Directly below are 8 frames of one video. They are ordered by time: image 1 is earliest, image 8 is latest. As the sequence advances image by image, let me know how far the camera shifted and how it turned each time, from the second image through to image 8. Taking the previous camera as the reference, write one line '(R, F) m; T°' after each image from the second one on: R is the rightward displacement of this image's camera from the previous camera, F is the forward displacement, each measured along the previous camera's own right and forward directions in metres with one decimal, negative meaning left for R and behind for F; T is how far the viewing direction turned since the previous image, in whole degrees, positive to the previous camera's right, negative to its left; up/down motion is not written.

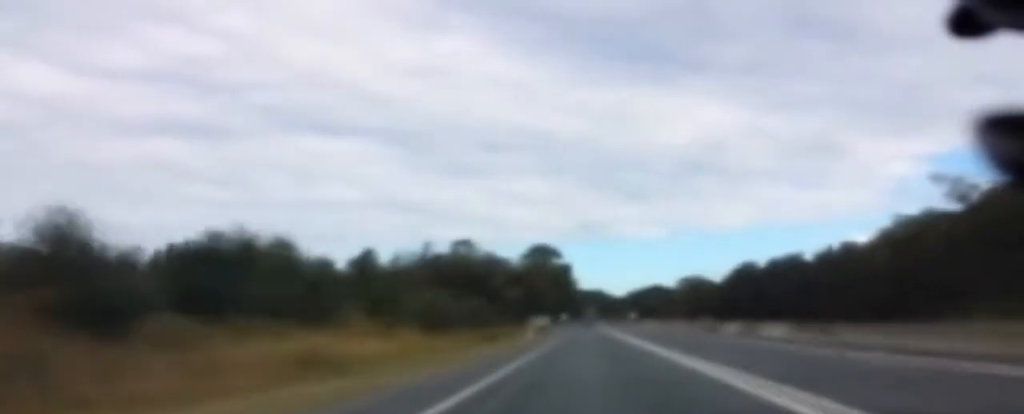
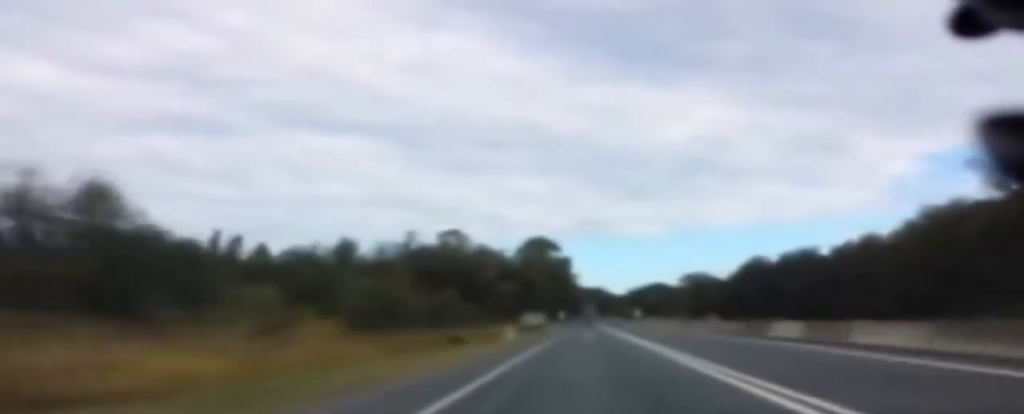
(+0.1, +14.3) m; 0°
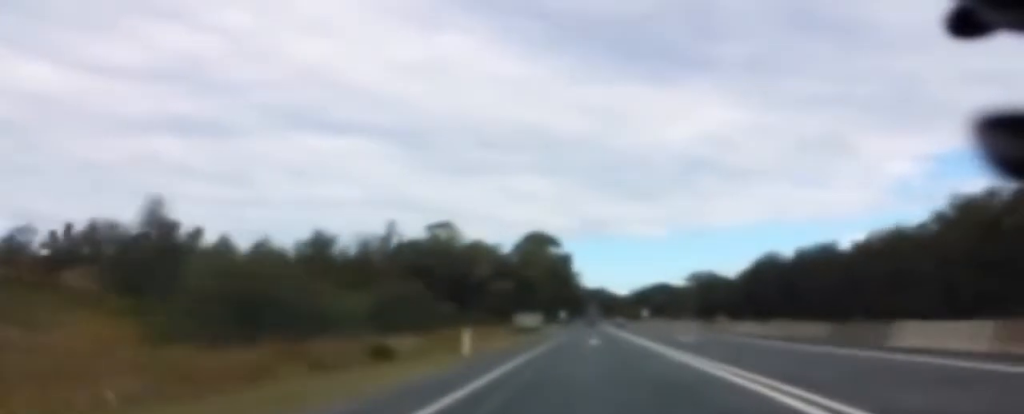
(-0.1, +15.6) m; -1°
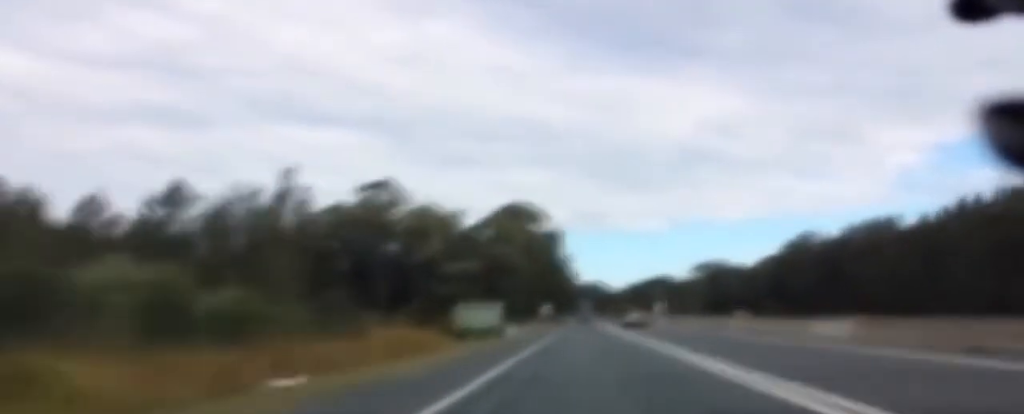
(-0.3, +38.6) m; -1°
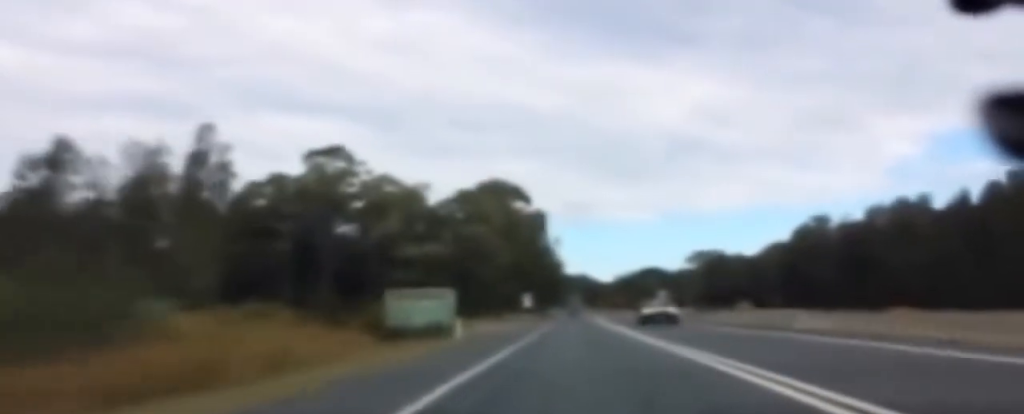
(0.0, +16.6) m; 0°
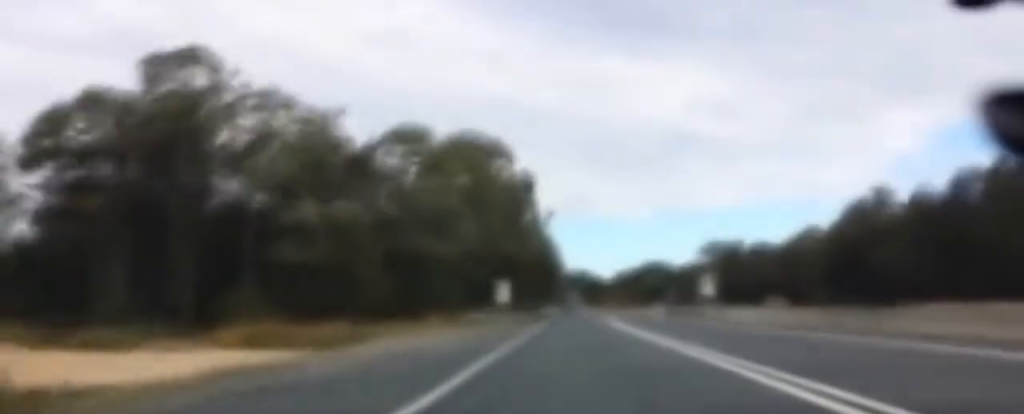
(-0.1, +34.0) m; 0°
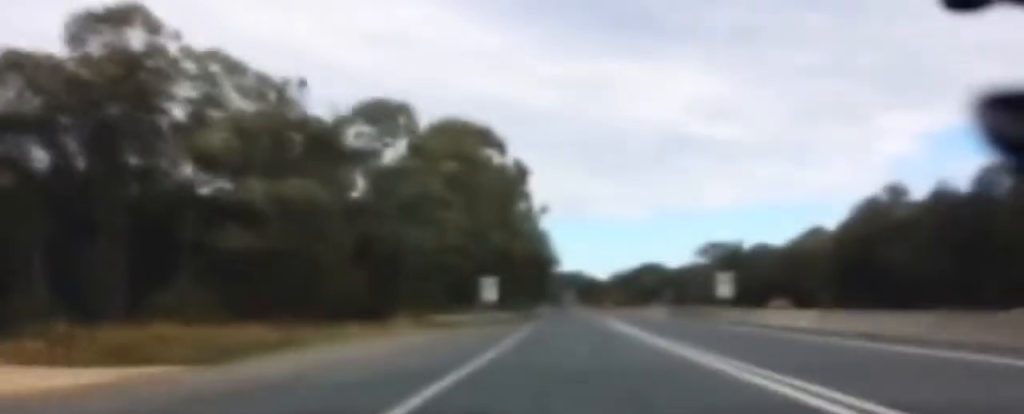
(0.0, +9.4) m; 0°
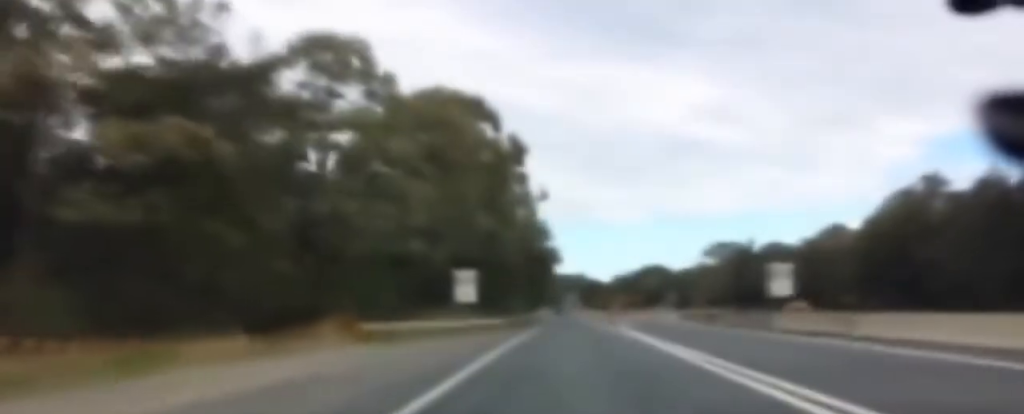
(0.0, +15.3) m; 0°
